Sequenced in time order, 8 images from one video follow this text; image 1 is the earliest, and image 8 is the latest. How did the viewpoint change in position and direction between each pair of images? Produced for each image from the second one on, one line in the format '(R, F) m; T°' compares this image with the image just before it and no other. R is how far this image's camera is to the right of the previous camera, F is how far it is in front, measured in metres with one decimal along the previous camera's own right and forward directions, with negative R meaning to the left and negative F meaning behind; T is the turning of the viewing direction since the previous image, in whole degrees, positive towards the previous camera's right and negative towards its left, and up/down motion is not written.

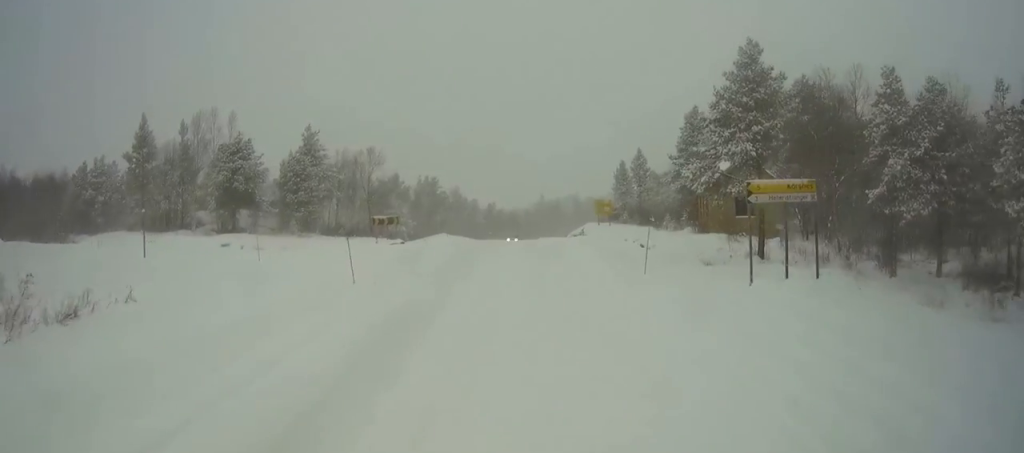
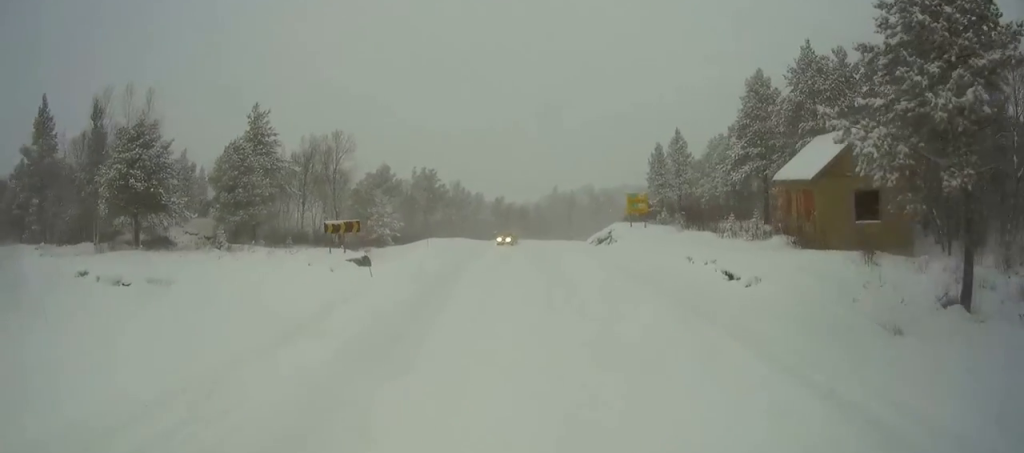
(-0.1, +14.3) m; -1°
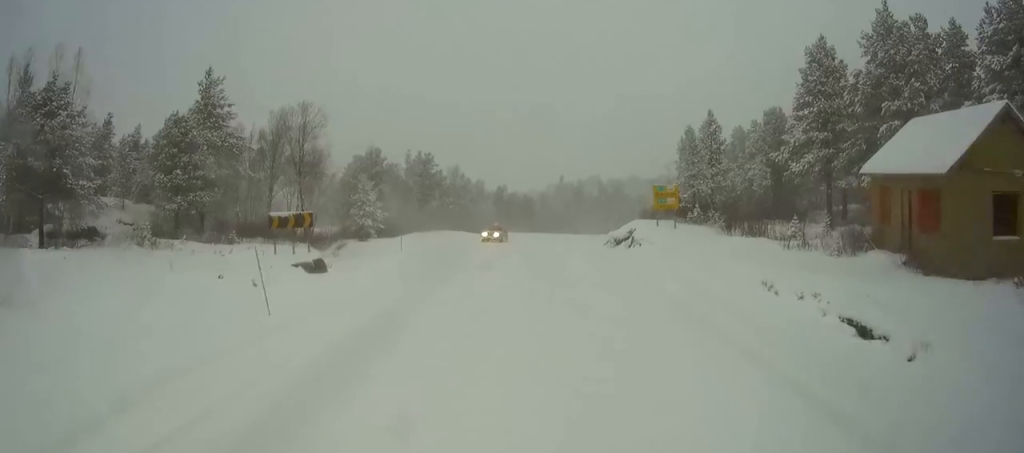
(0.0, +8.7) m; -1°
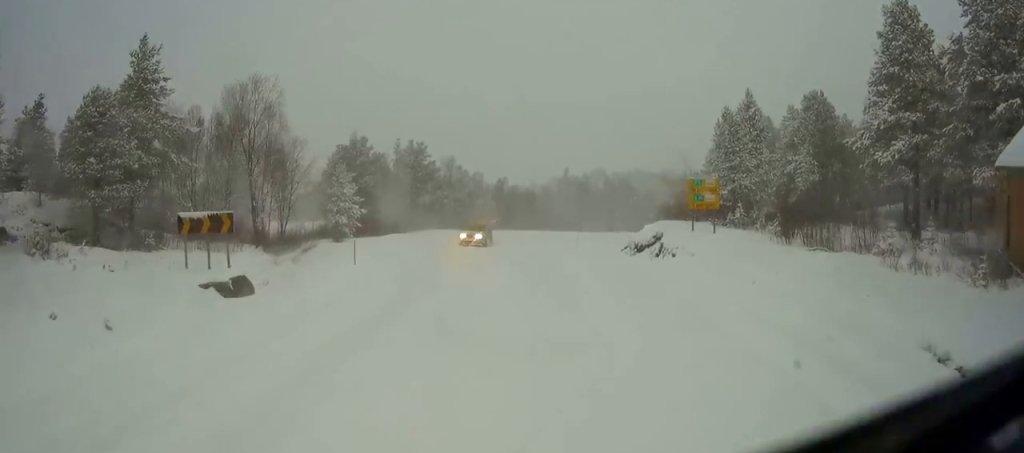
(-0.1, +8.1) m; 0°
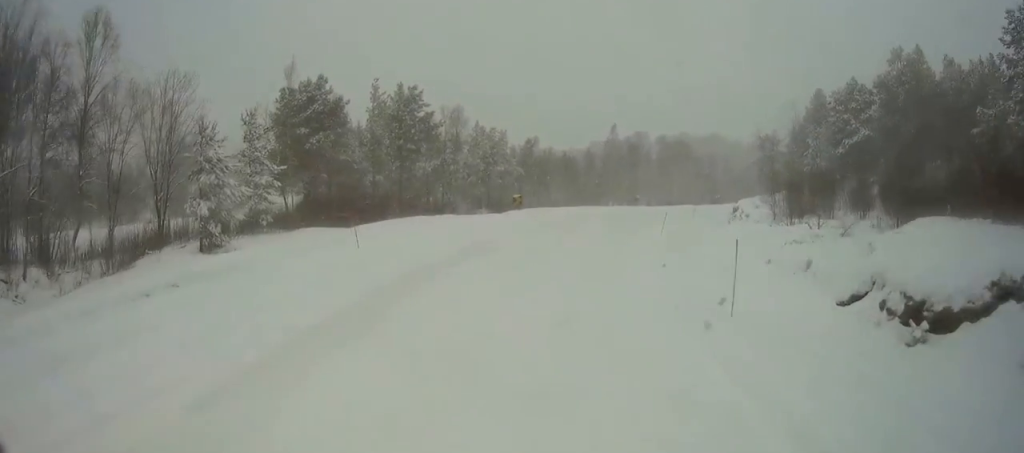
(-0.1, +24.5) m; -1°
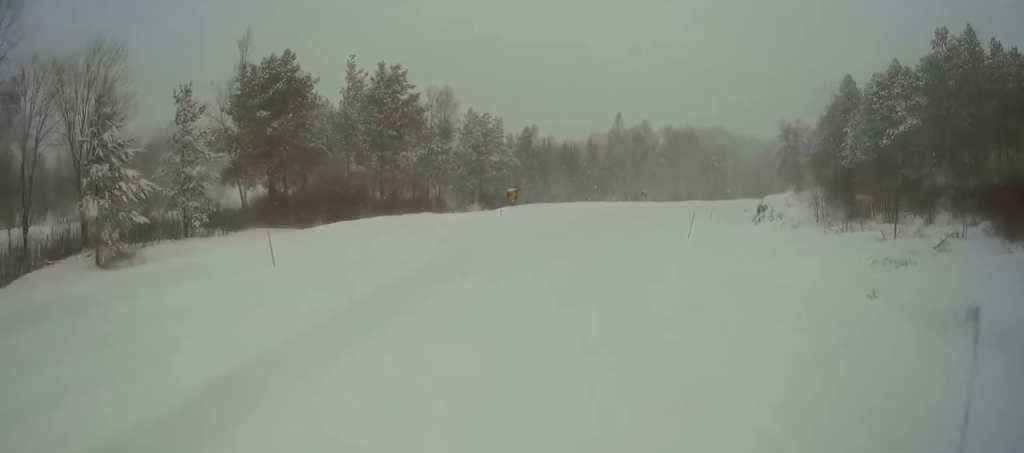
(0.0, +7.0) m; 0°
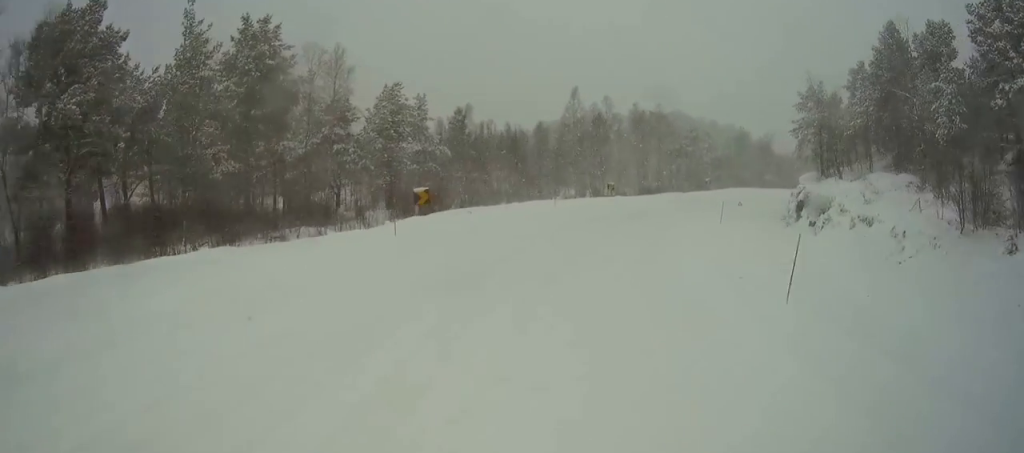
(+0.2, +17.1) m; +3°
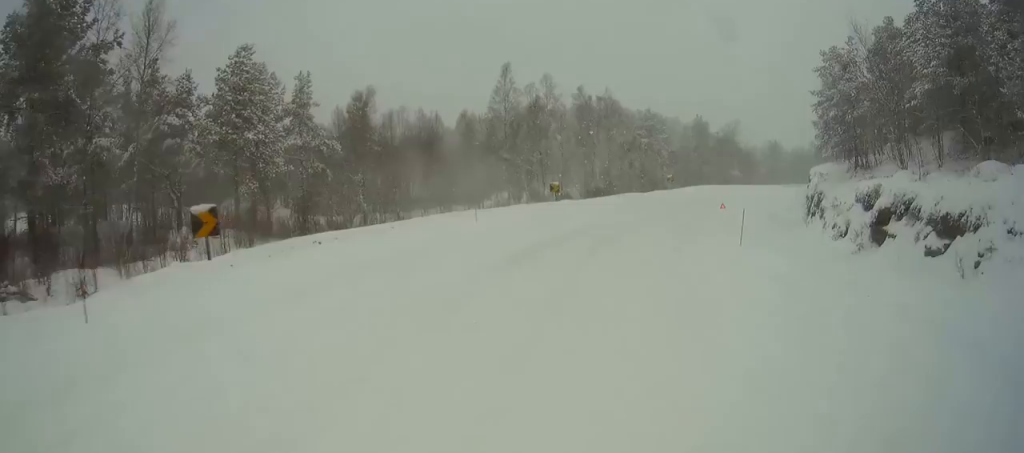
(+0.7, +14.6) m; +6°
